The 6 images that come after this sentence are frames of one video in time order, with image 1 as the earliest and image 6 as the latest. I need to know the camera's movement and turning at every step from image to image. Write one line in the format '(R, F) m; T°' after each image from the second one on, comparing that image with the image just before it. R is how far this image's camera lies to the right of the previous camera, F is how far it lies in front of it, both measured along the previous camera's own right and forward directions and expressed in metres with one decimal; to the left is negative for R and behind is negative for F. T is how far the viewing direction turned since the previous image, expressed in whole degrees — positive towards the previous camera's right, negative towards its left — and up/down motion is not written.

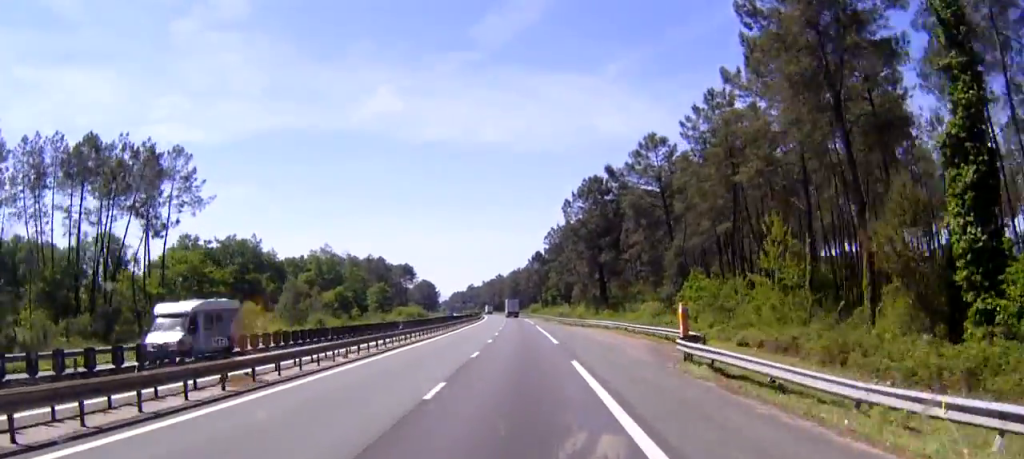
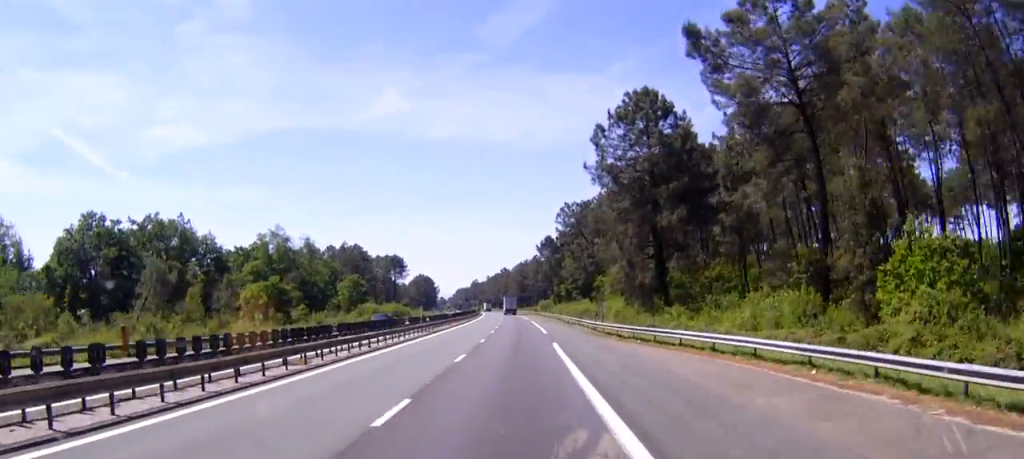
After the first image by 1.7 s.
(-0.3, +42.6) m; 0°
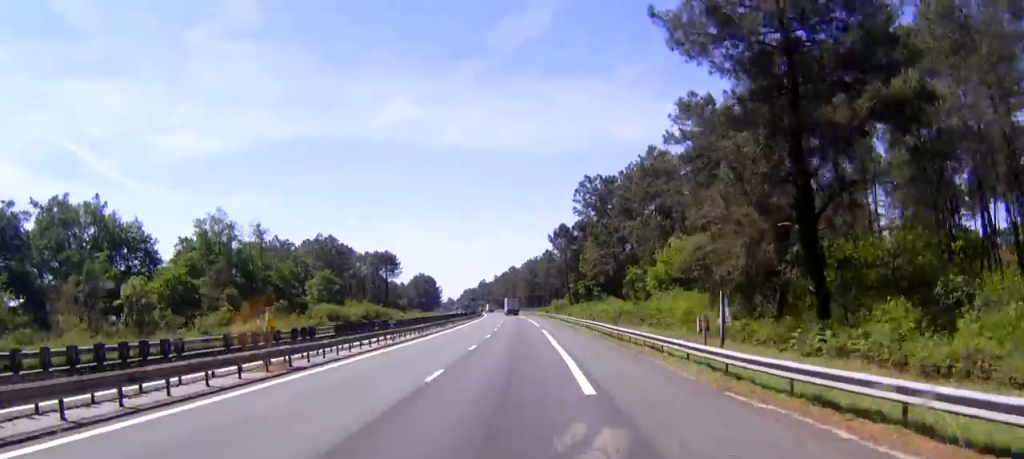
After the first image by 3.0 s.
(+0.1, +34.0) m; 0°
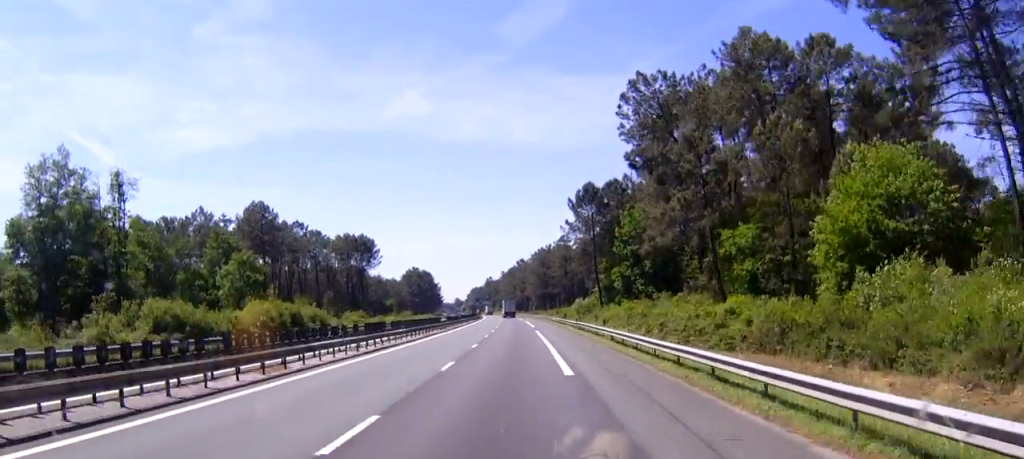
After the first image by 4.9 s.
(-0.6, +48.1) m; -1°
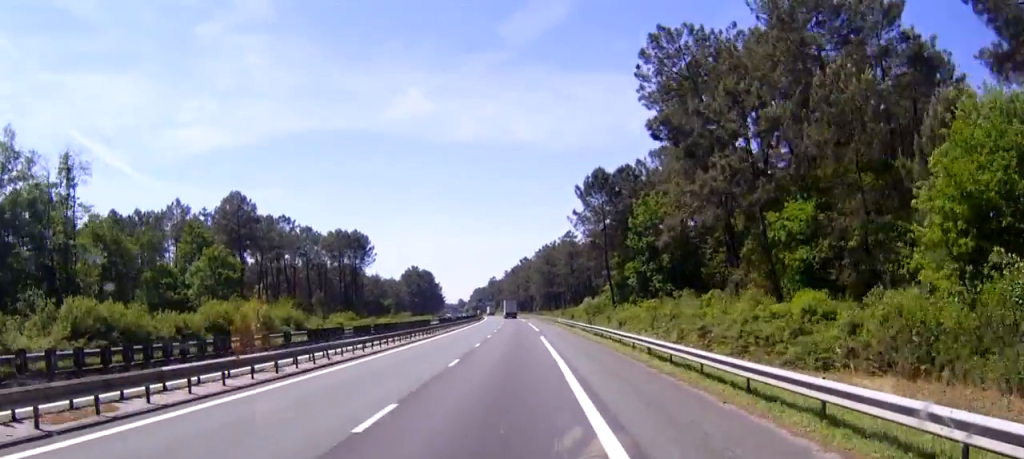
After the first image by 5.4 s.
(0.0, +10.9) m; 0°
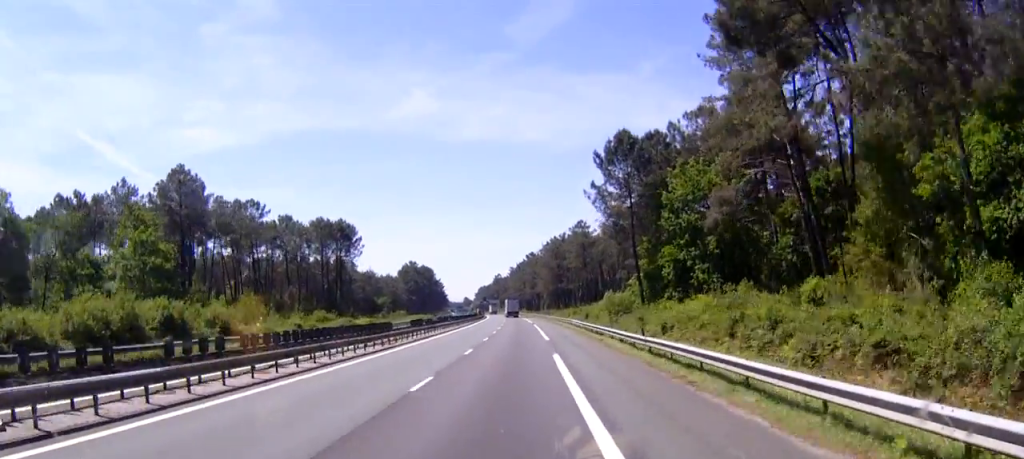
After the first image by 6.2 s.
(-0.1, +20.1) m; 0°
